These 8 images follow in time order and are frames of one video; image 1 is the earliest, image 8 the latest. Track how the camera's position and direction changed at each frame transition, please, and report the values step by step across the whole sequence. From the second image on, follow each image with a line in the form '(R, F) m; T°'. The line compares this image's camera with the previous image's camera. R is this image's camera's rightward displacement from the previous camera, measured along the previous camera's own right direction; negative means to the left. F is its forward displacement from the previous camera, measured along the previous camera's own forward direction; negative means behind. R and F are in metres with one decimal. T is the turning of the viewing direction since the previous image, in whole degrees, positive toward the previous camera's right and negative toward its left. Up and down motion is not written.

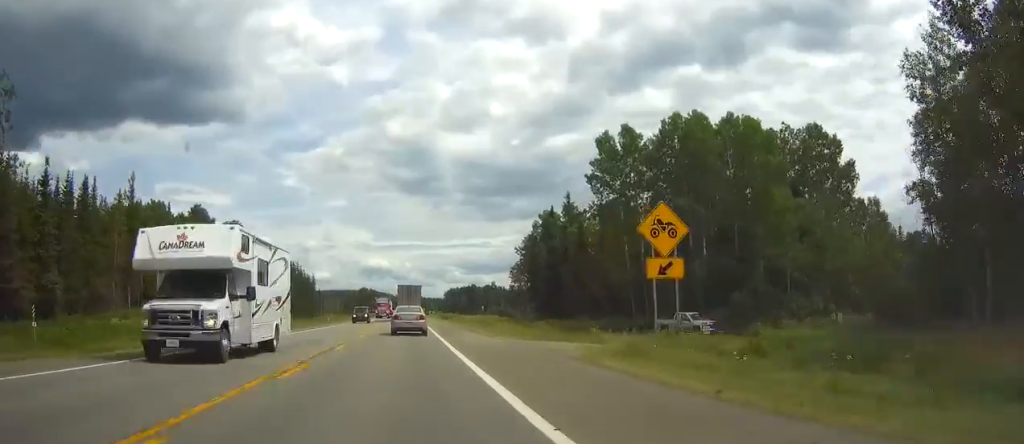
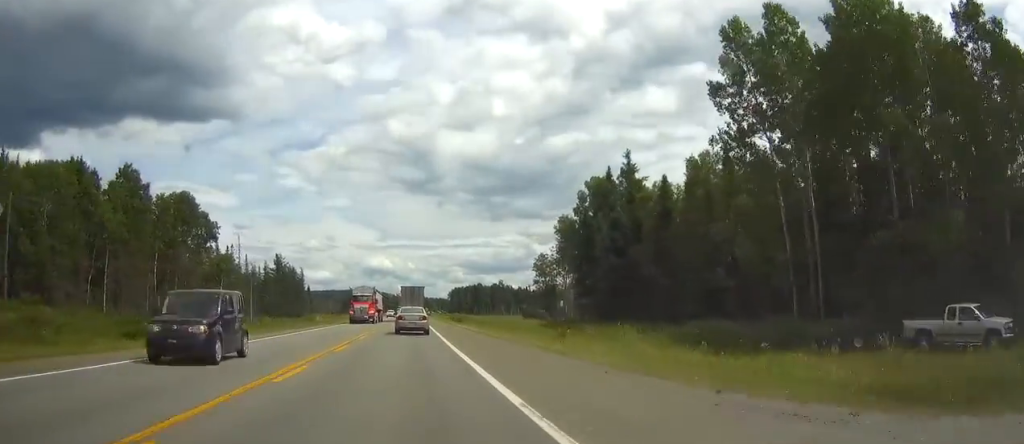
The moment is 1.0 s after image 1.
(-0.1, +27.1) m; 0°
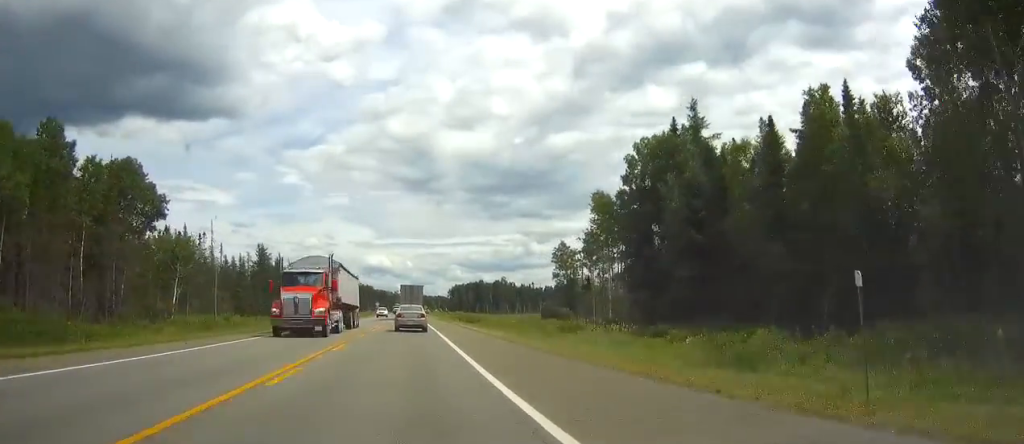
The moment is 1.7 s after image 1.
(0.0, +18.3) m; 0°
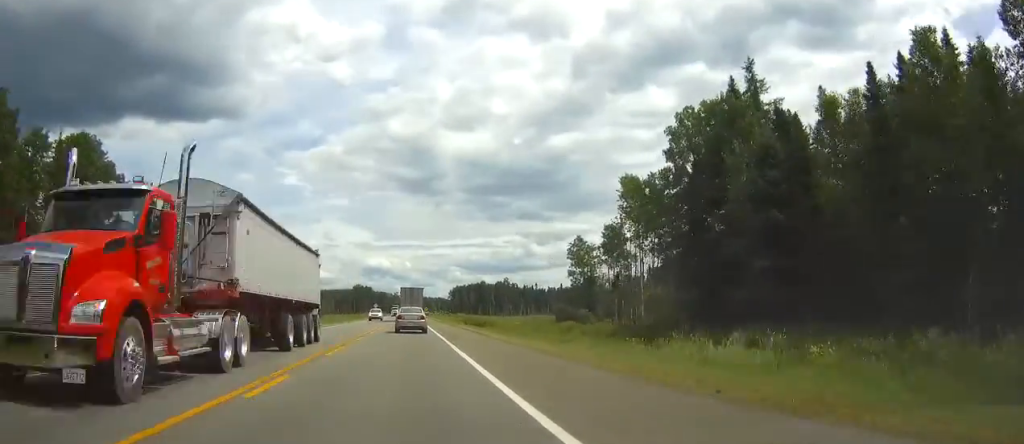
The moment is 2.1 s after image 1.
(+0.1, +10.5) m; 0°
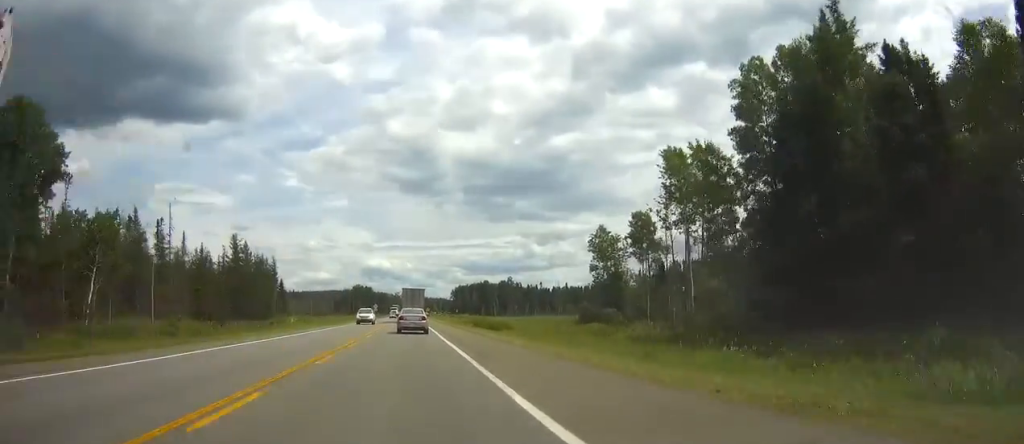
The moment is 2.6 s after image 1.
(0.0, +11.3) m; 0°
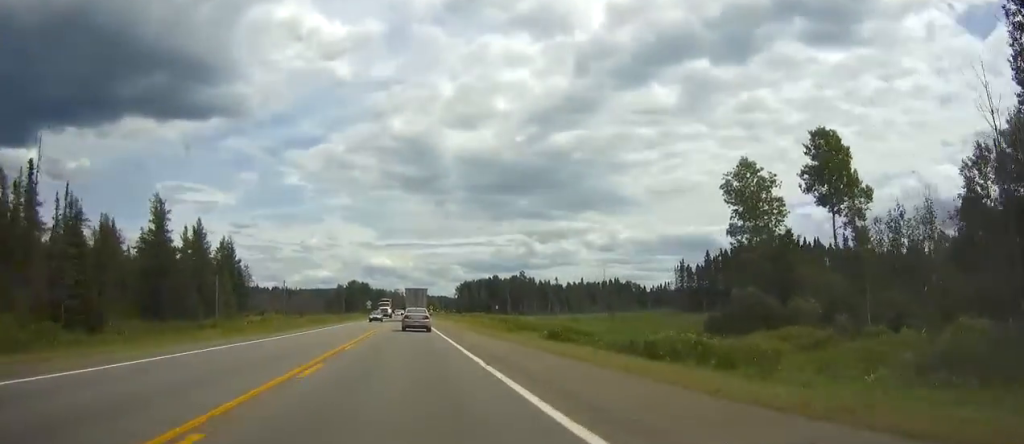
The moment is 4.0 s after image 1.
(+0.1, +38.6) m; 0°
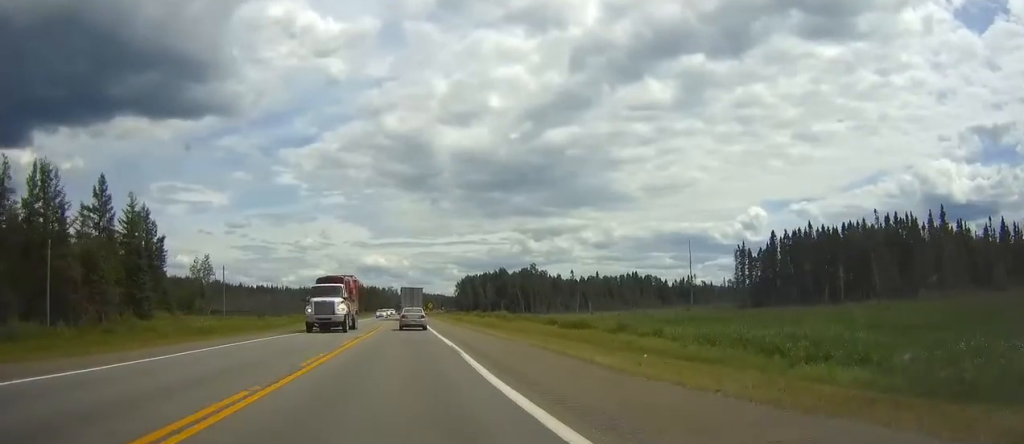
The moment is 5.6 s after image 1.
(+0.1, +42.5) m; 0°
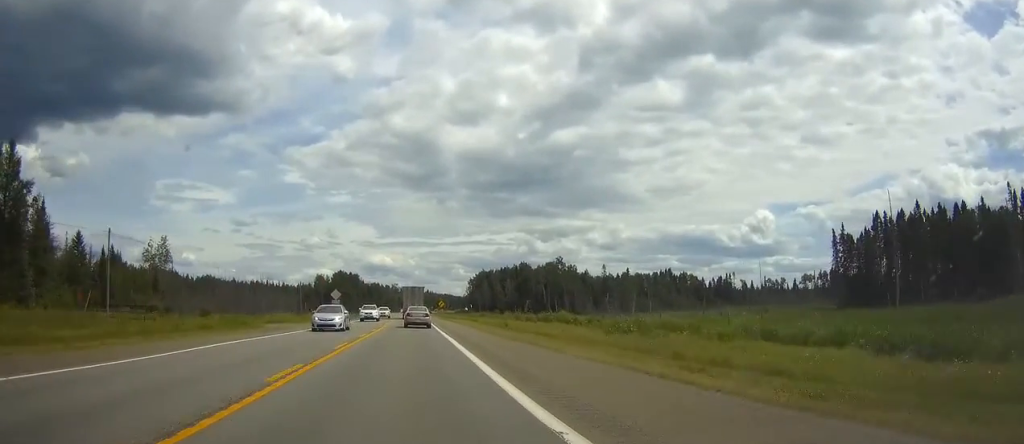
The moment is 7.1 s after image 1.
(-0.3, +40.3) m; 0°
